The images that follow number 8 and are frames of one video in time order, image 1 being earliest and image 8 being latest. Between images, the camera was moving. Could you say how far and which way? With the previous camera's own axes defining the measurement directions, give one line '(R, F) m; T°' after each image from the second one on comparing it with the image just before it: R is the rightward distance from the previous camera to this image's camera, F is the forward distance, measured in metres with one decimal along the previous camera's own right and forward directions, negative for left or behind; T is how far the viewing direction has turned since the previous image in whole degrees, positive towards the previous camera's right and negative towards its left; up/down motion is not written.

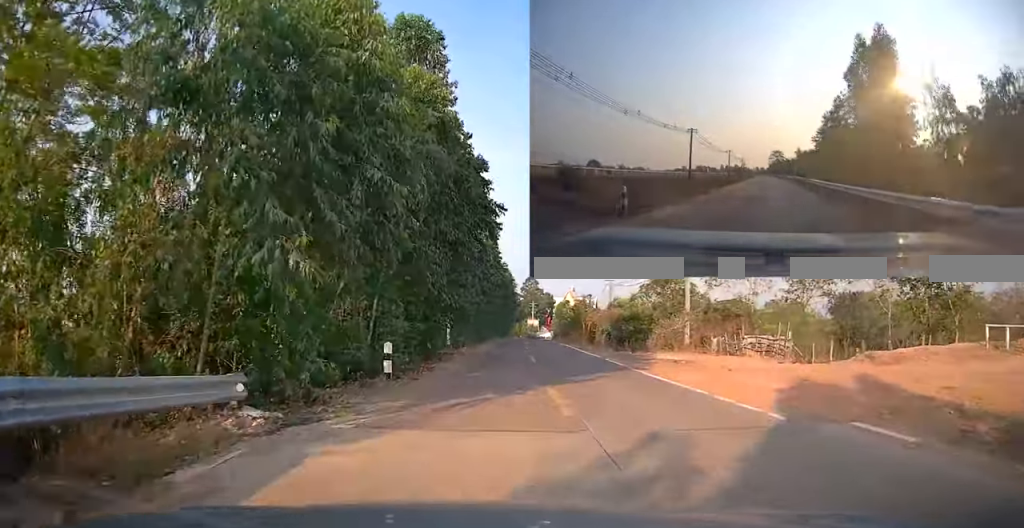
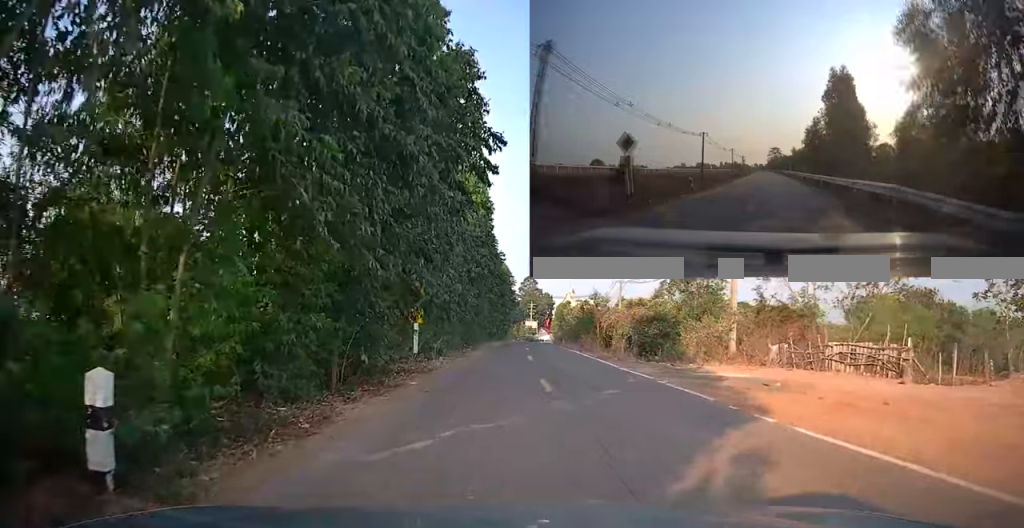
(0.0, +9.0) m; +1°
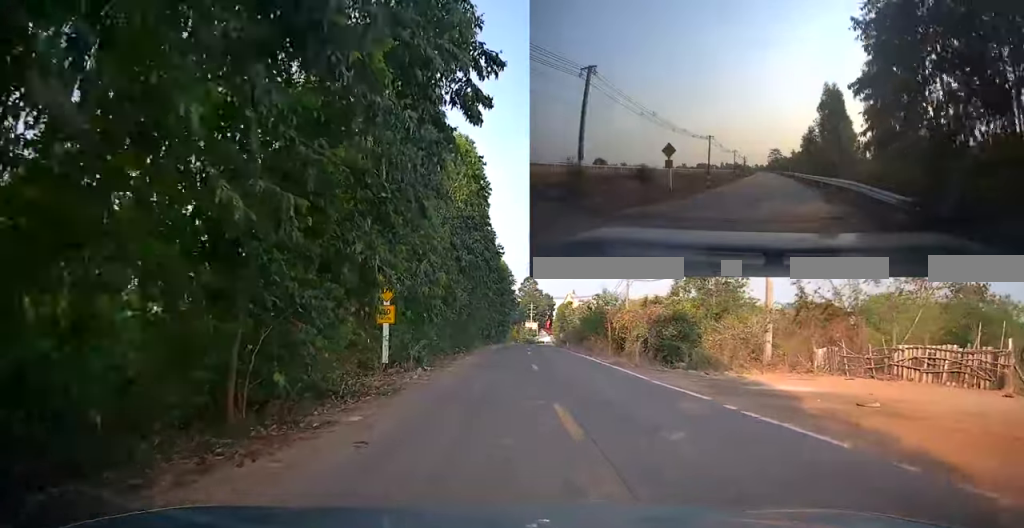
(+0.1, +4.6) m; +1°
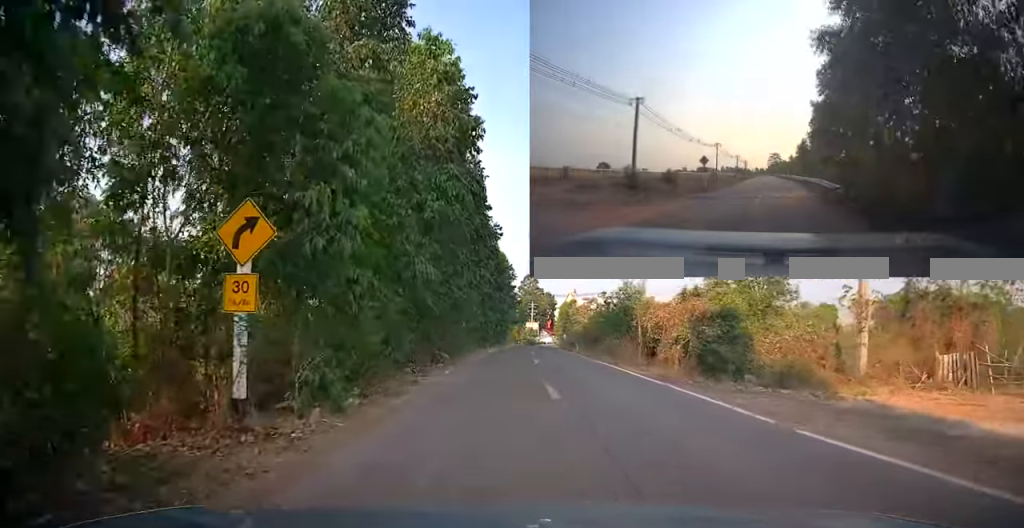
(-0.1, +8.0) m; 0°
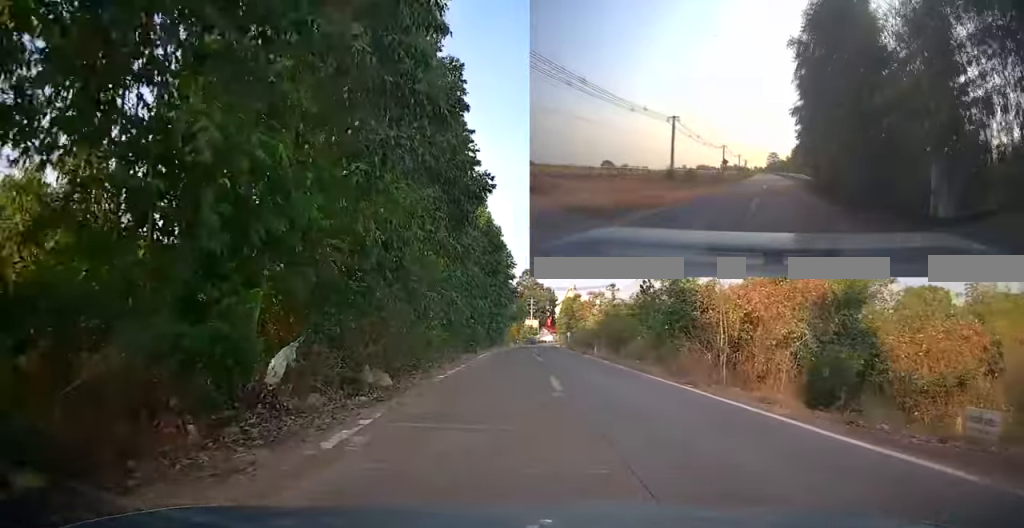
(-0.1, +10.5) m; 0°
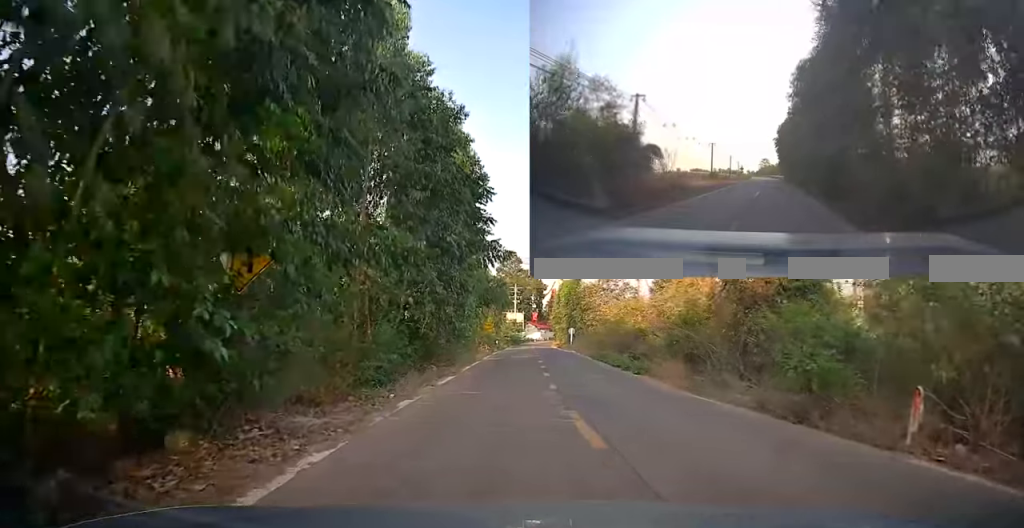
(+0.4, +29.3) m; +2°
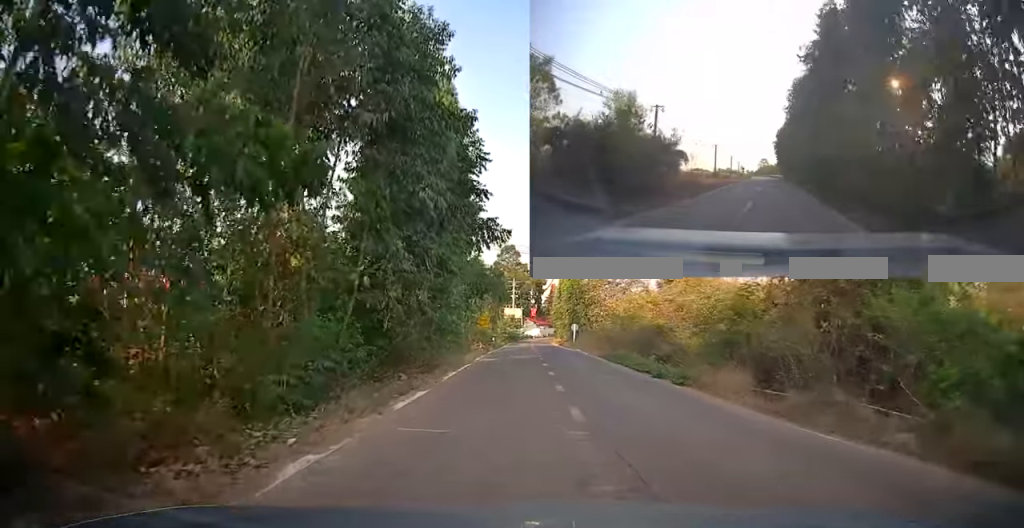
(0.0, +5.0) m; 0°
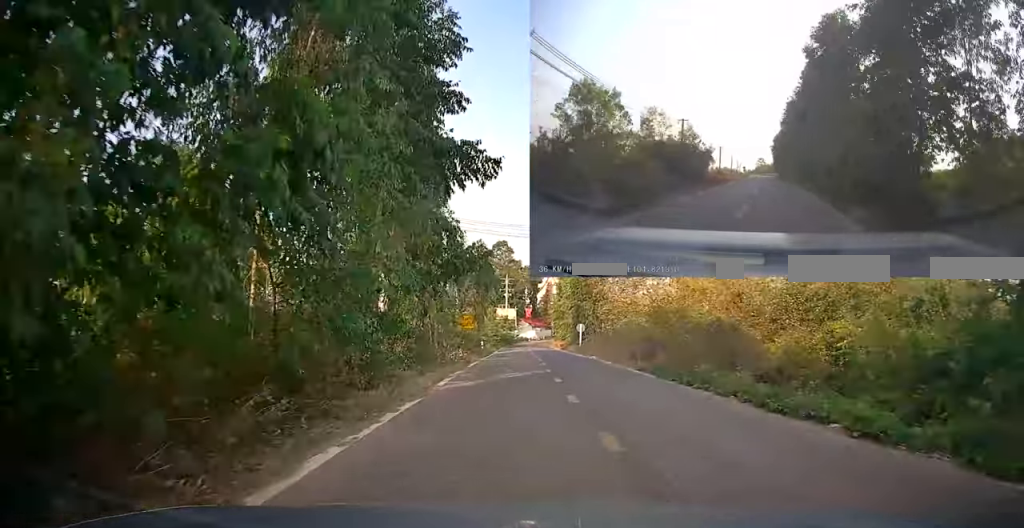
(0.0, +10.4) m; 0°
